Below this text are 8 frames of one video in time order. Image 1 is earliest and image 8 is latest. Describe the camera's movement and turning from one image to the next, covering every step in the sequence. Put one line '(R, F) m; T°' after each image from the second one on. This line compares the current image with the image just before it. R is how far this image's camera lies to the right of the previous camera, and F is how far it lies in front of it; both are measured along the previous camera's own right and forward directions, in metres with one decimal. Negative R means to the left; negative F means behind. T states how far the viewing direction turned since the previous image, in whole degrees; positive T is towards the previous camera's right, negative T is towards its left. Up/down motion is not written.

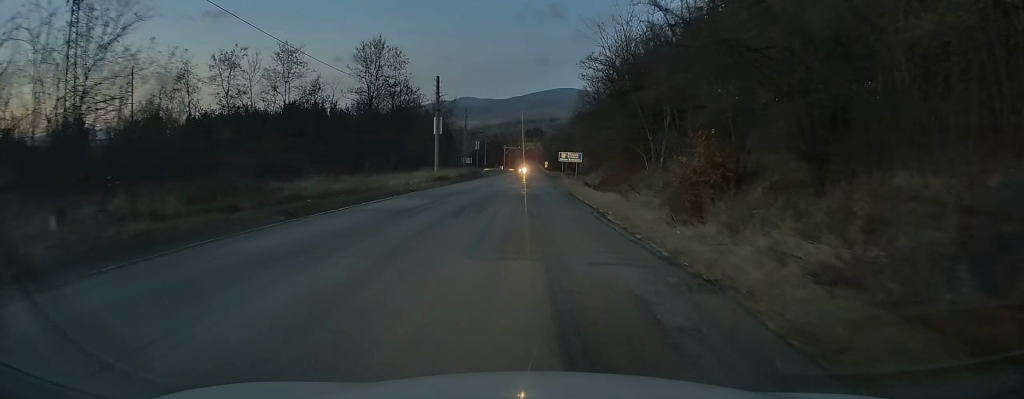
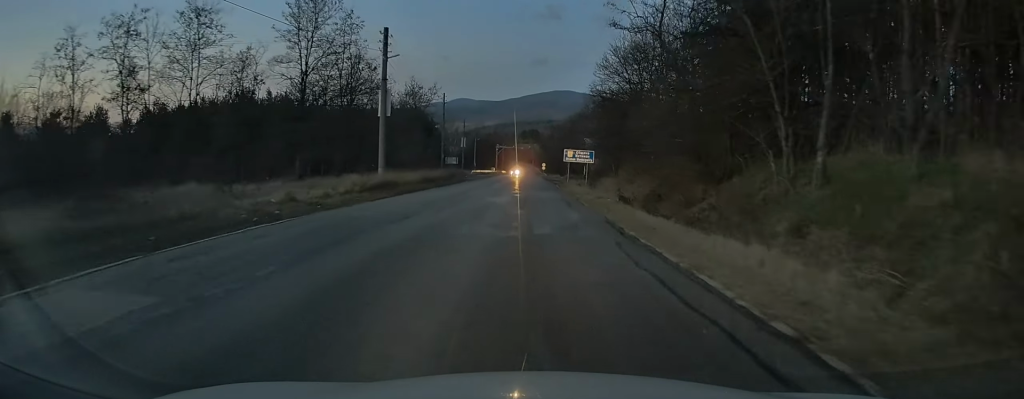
(+0.1, +17.6) m; 0°
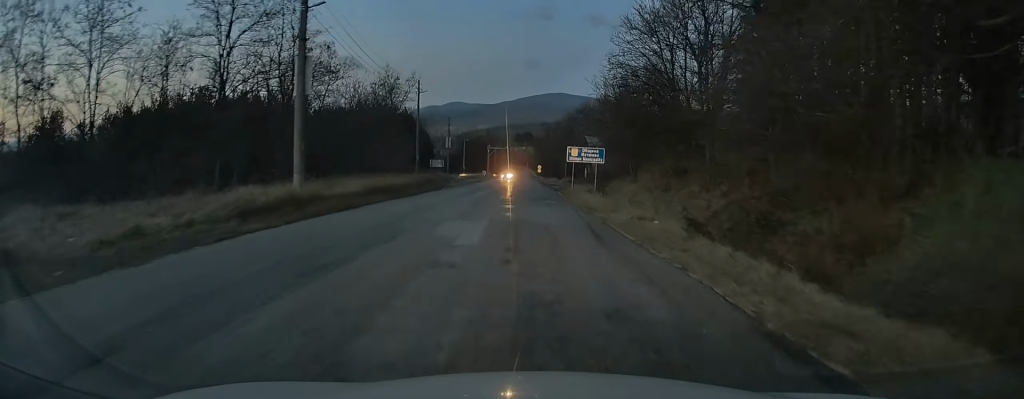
(-0.1, +11.3) m; 0°
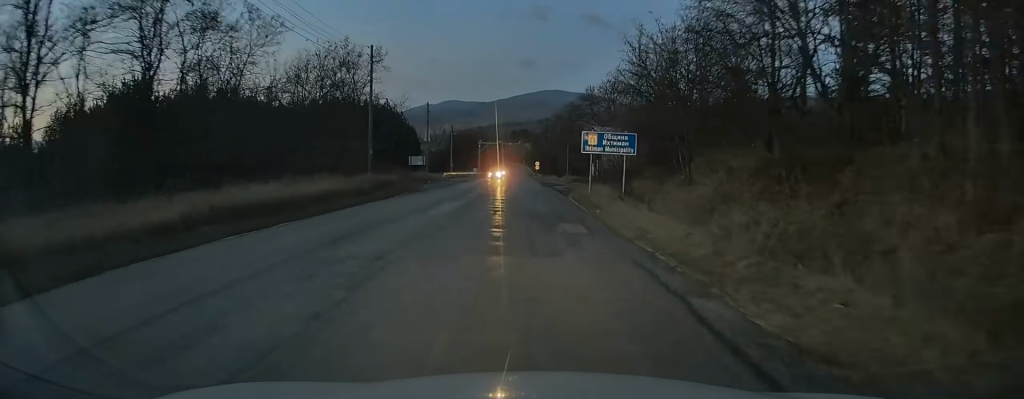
(0.0, +14.1) m; 0°
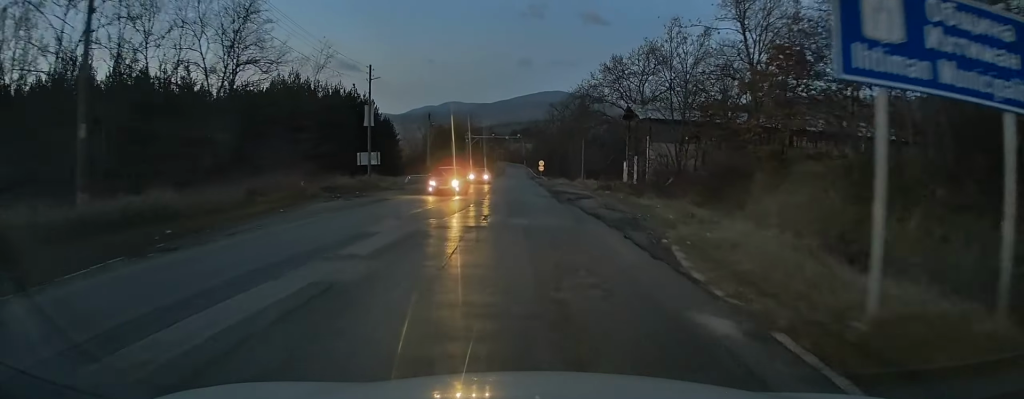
(0.0, +24.6) m; -1°
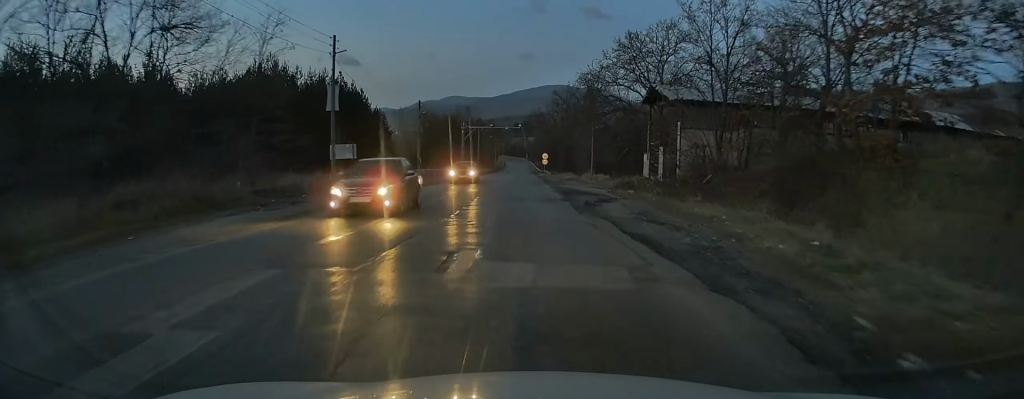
(0.0, +8.2) m; 0°
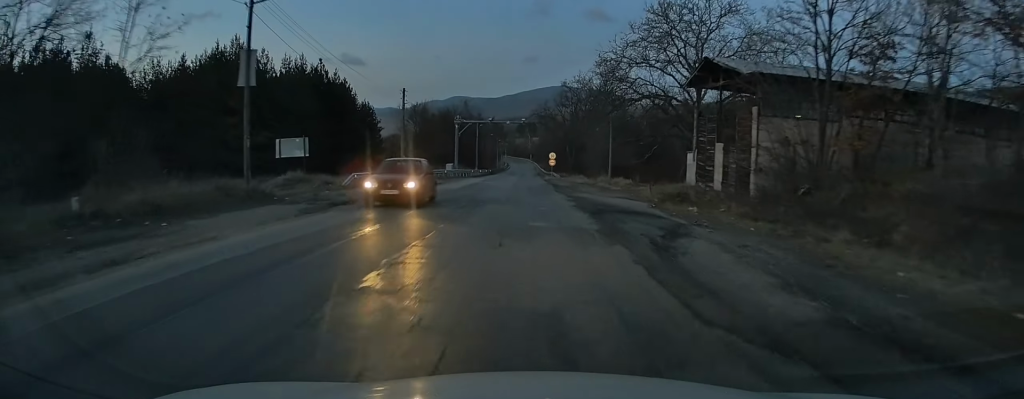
(0.0, +11.2) m; -1°
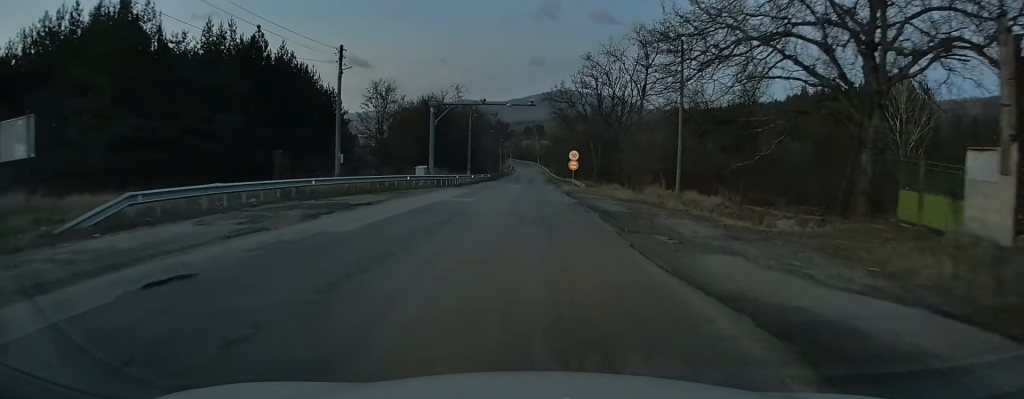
(-0.1, +22.2) m; 0°
